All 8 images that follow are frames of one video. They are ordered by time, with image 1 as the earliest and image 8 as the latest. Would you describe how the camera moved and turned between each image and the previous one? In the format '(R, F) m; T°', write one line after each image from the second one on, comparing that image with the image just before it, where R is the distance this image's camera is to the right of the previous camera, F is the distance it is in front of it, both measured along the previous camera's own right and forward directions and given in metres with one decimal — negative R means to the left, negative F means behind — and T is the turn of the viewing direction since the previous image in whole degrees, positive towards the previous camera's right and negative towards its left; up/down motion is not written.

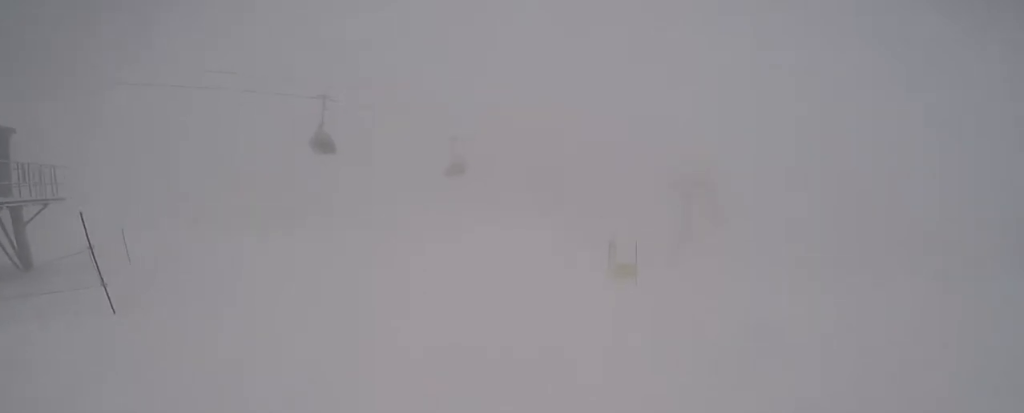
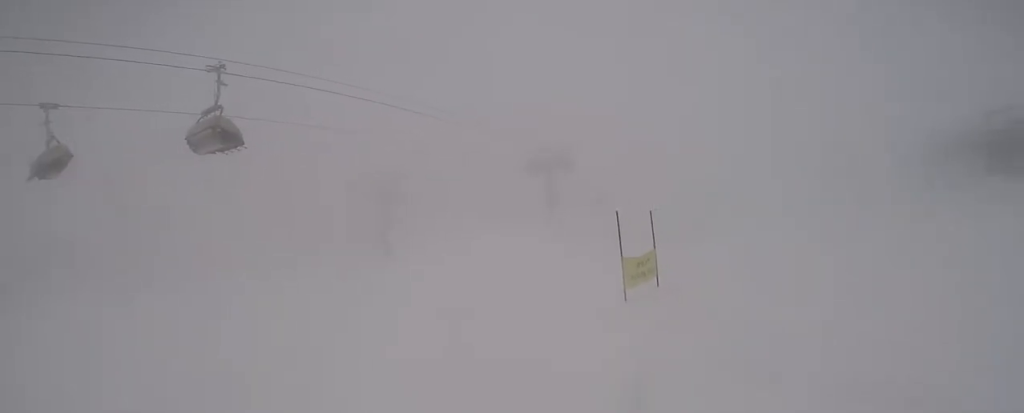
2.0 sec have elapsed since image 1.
(+0.6, +7.9) m; +12°
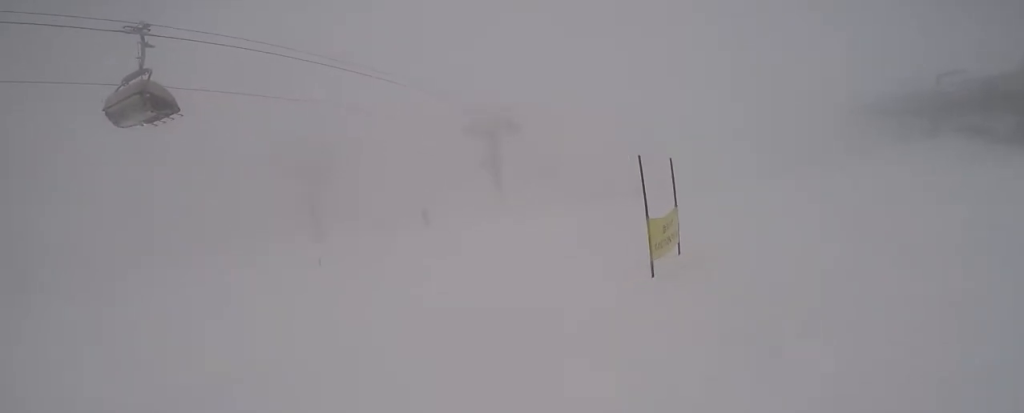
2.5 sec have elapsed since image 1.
(-0.5, +2.1) m; +8°
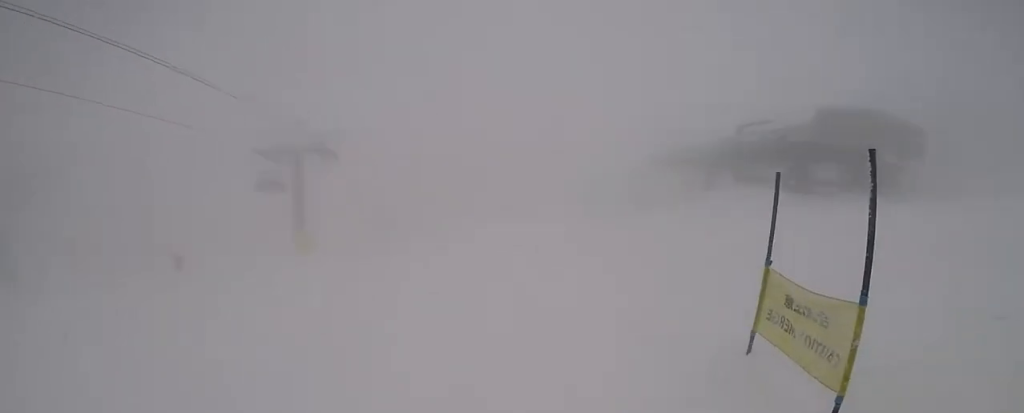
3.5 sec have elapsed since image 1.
(+1.6, +4.4) m; +5°
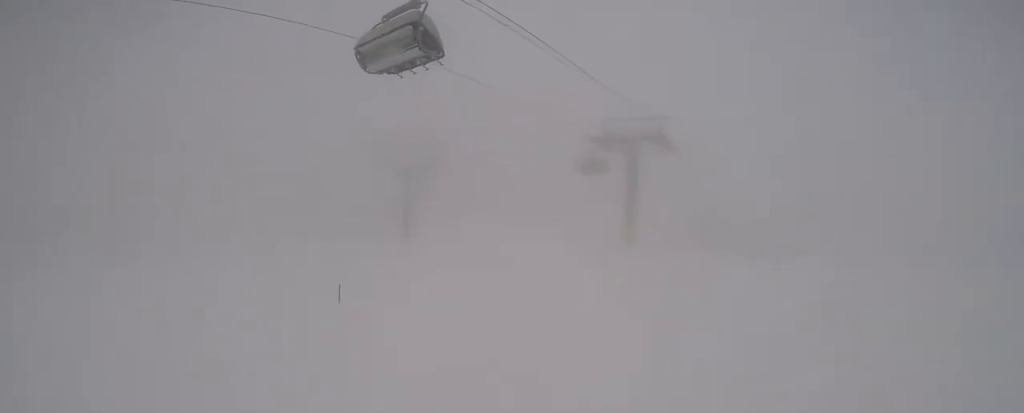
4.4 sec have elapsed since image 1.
(-1.0, +3.9) m; -20°
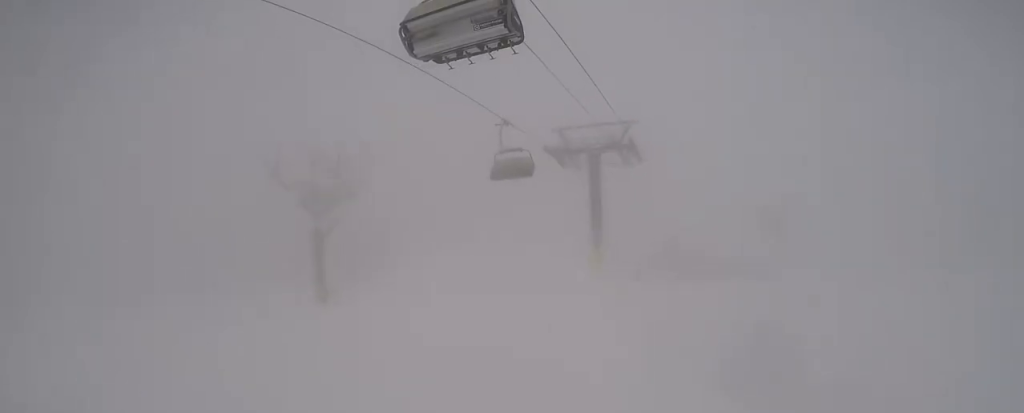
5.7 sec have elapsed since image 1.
(-0.7, +5.9) m; +2°
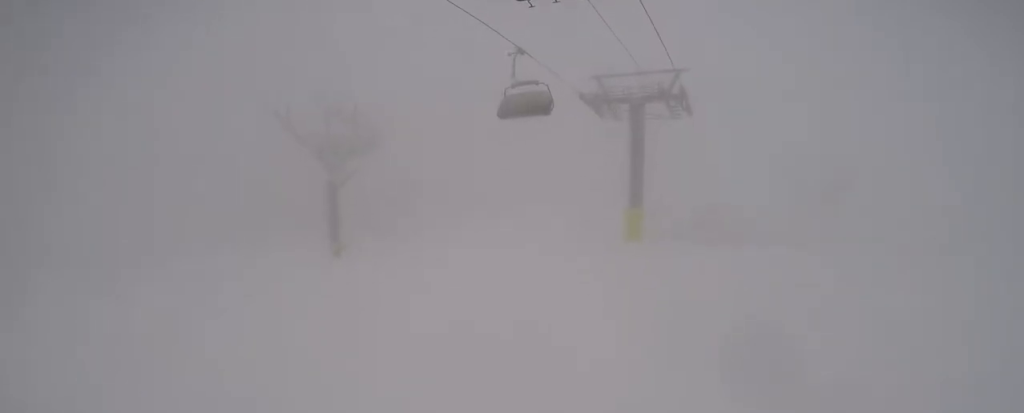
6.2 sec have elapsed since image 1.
(+0.1, +2.0) m; +8°
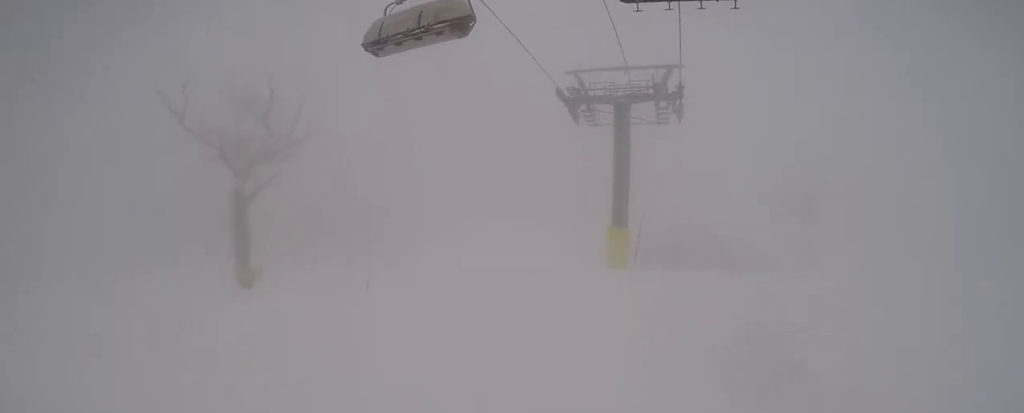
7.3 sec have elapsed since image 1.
(+0.8, +4.2) m; +5°
